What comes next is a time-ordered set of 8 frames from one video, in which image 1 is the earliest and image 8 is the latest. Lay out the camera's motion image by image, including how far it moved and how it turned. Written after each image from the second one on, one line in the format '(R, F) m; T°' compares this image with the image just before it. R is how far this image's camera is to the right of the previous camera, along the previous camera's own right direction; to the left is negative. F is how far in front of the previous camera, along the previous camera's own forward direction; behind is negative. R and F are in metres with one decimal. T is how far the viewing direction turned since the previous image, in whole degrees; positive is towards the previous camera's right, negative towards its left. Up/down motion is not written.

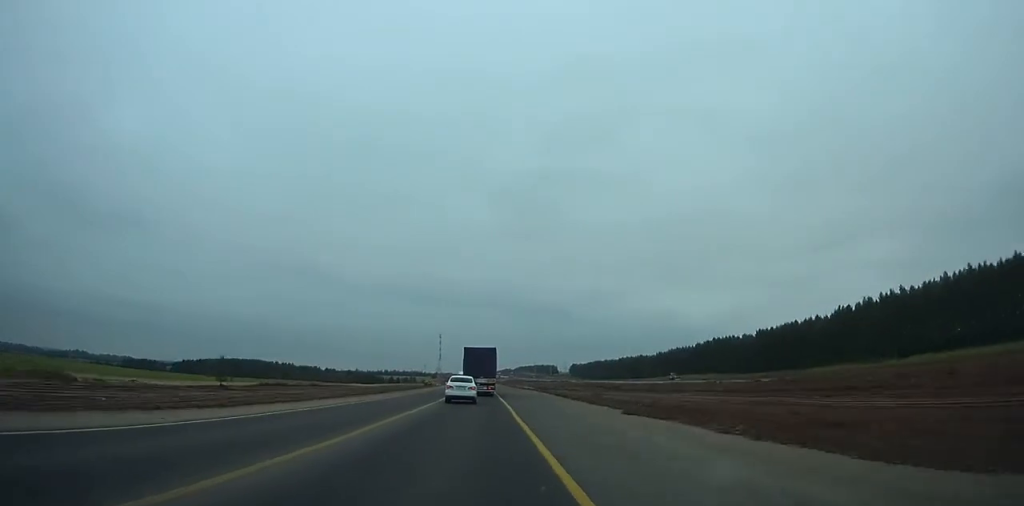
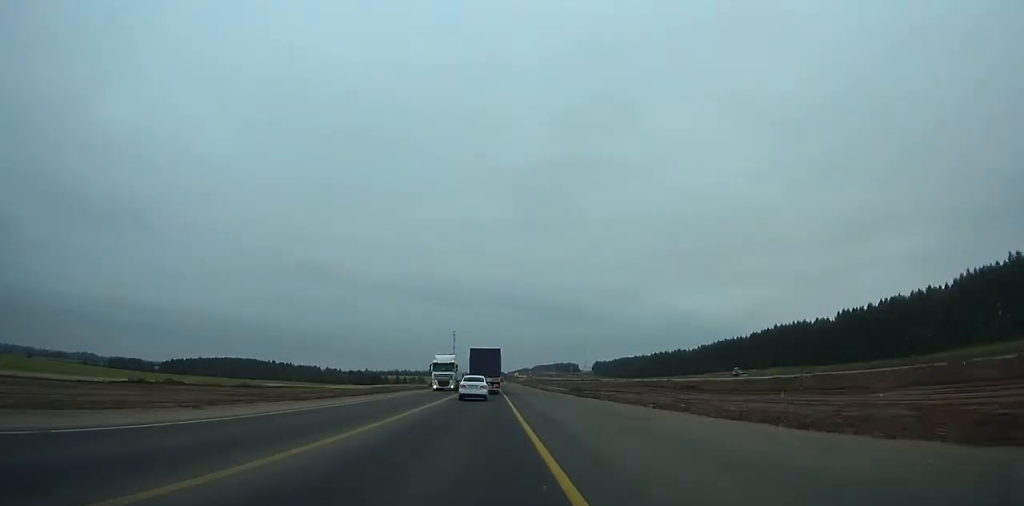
(-0.5, +56.8) m; -1°
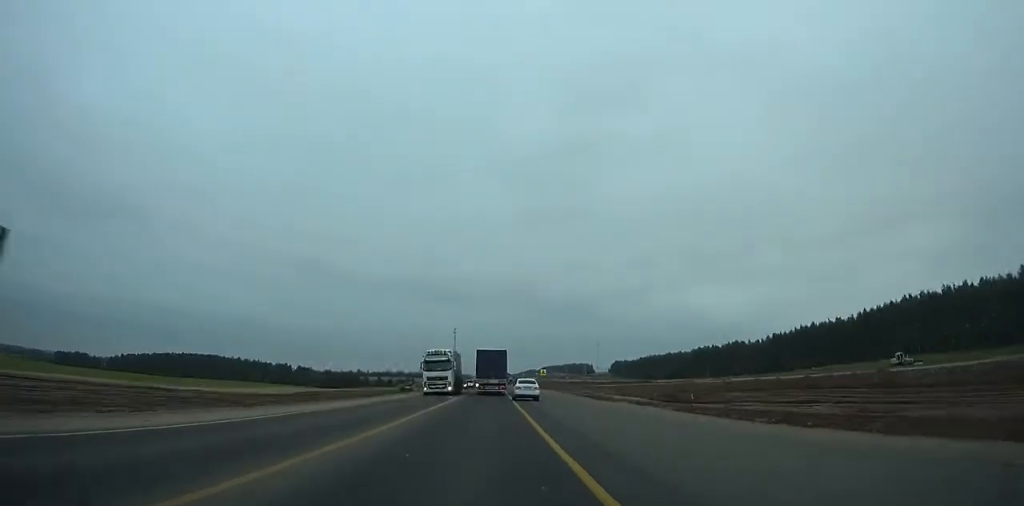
(-1.4, +90.2) m; -1°
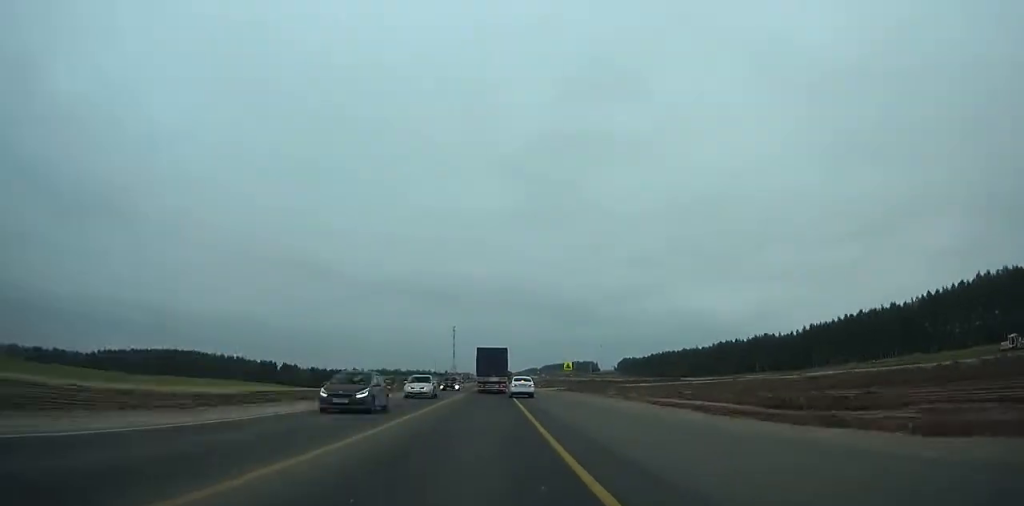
(-0.1, +33.6) m; 0°
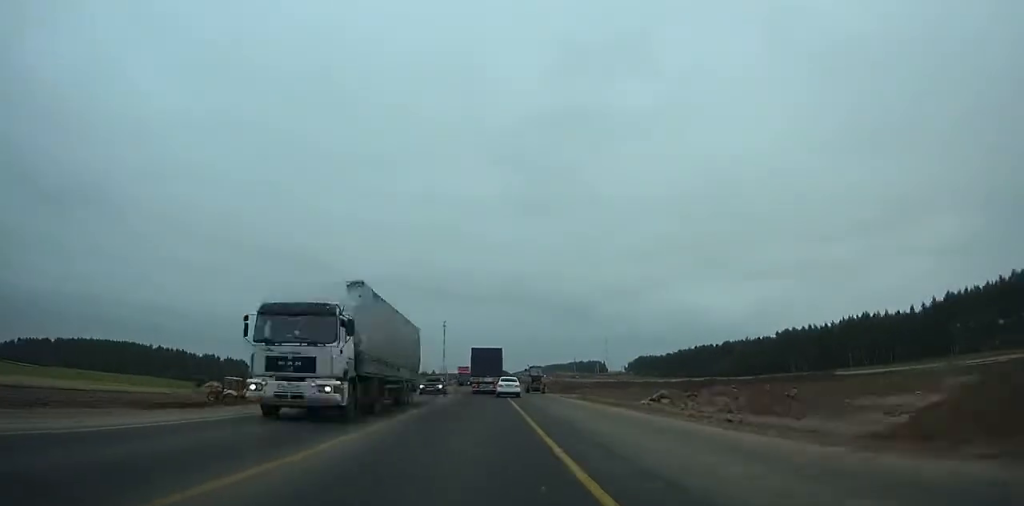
(-0.2, +85.0) m; 0°
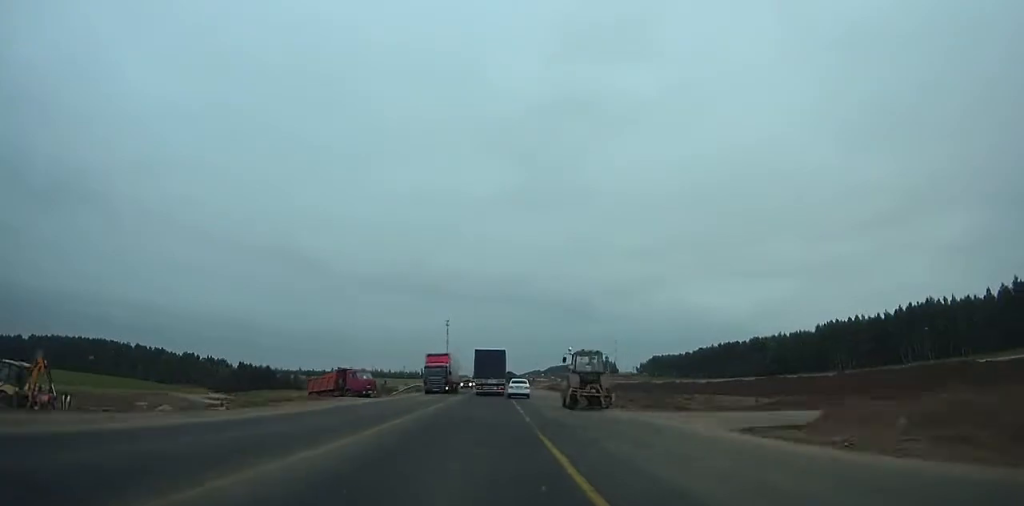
(+0.1, +31.4) m; 0°
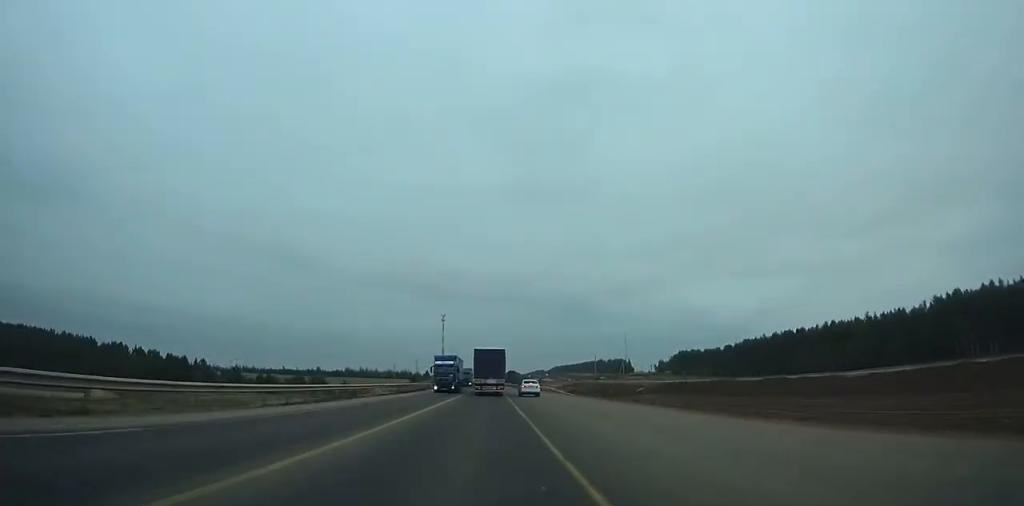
(+0.4, +66.6) m; 0°
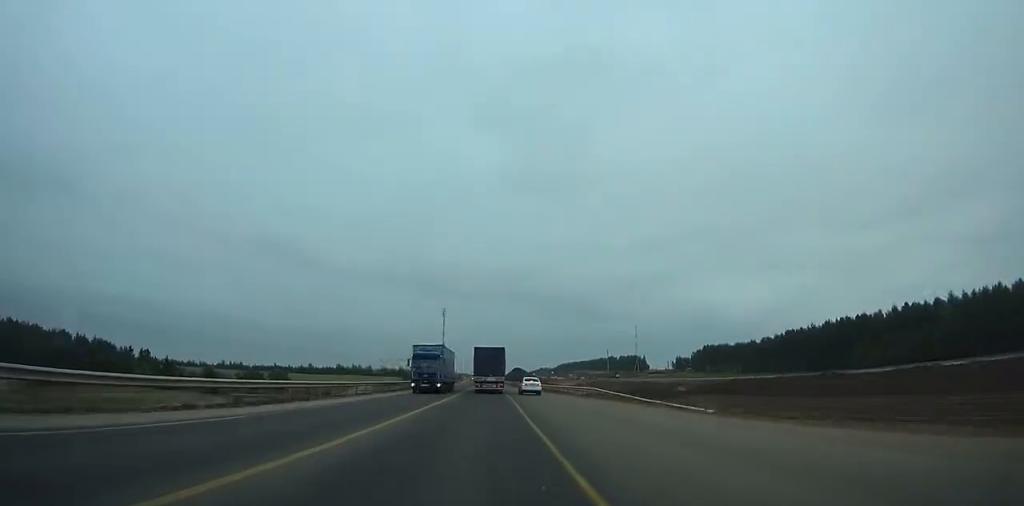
(0.0, +42.4) m; 0°
